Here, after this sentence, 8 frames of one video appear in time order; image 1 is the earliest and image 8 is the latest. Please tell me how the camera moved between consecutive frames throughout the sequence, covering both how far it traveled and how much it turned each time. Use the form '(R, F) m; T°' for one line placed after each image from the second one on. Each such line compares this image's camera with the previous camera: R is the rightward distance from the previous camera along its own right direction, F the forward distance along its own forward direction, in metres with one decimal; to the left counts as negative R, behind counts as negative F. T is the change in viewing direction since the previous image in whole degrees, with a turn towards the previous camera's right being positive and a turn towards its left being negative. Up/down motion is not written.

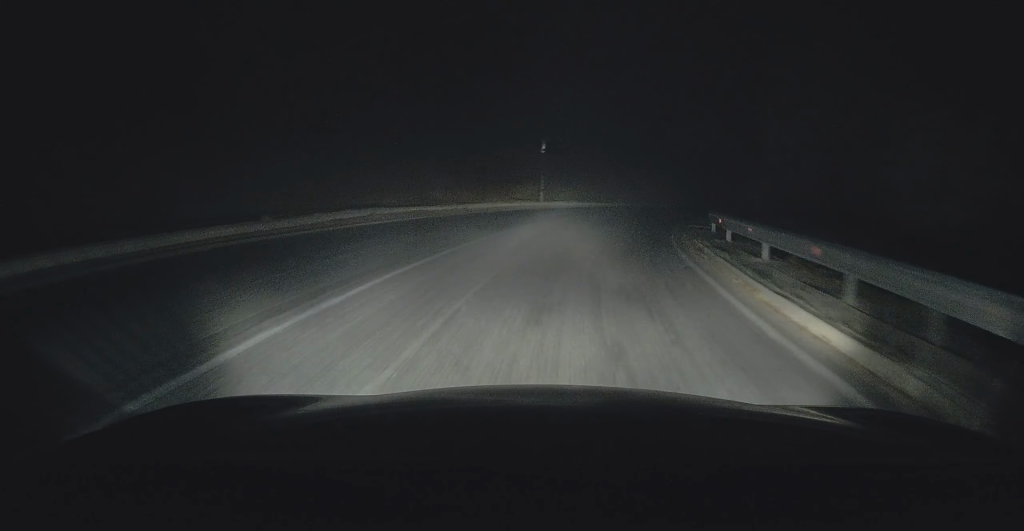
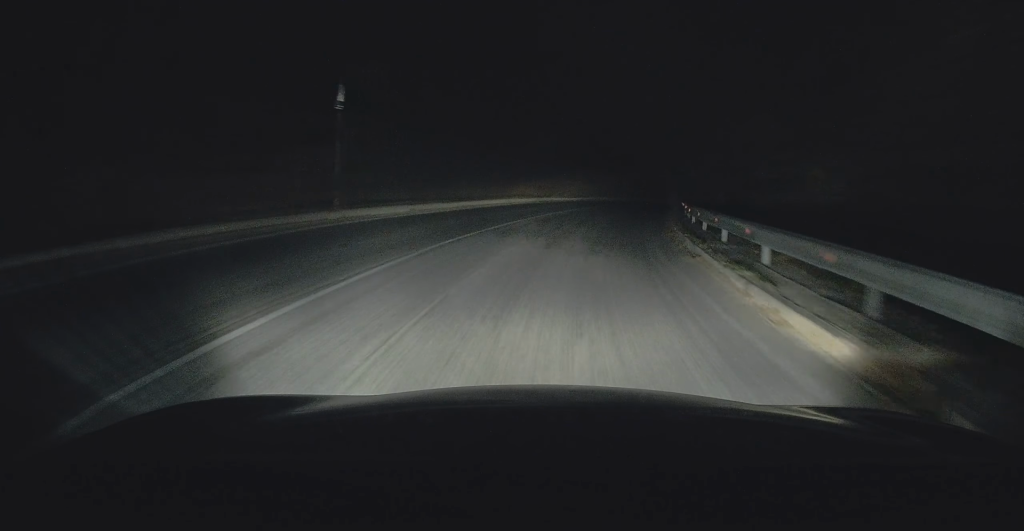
(+2.0, +17.1) m; +12°
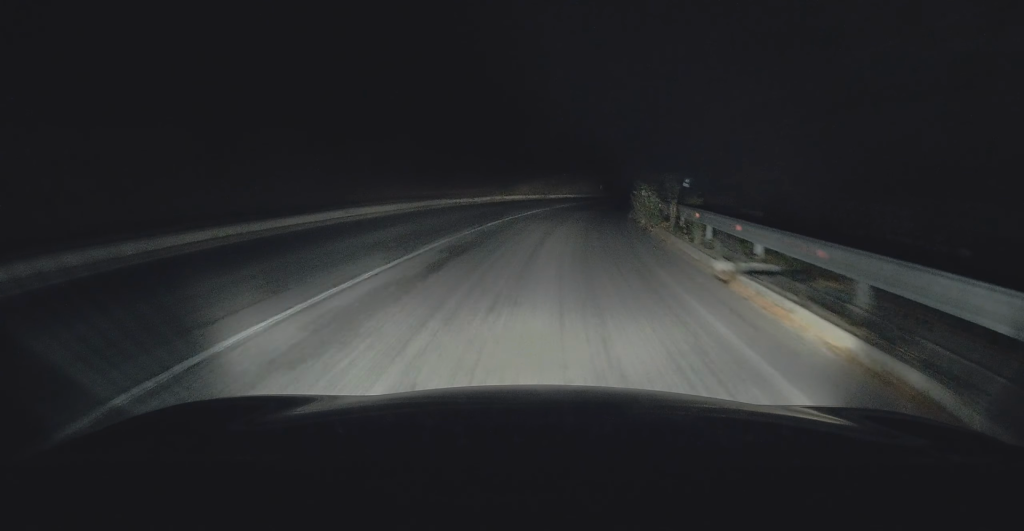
(+1.5, +16.3) m; +9°
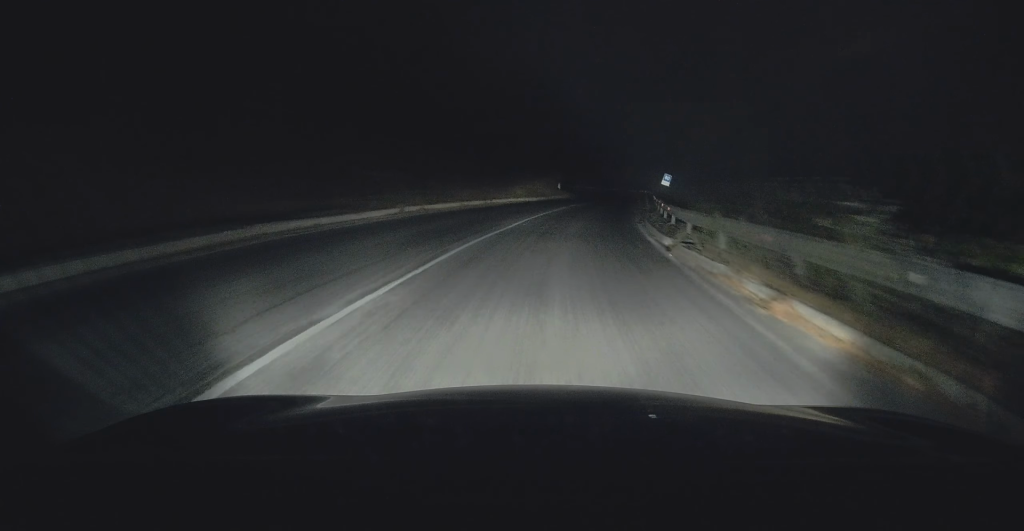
(+0.9, +14.4) m; +8°
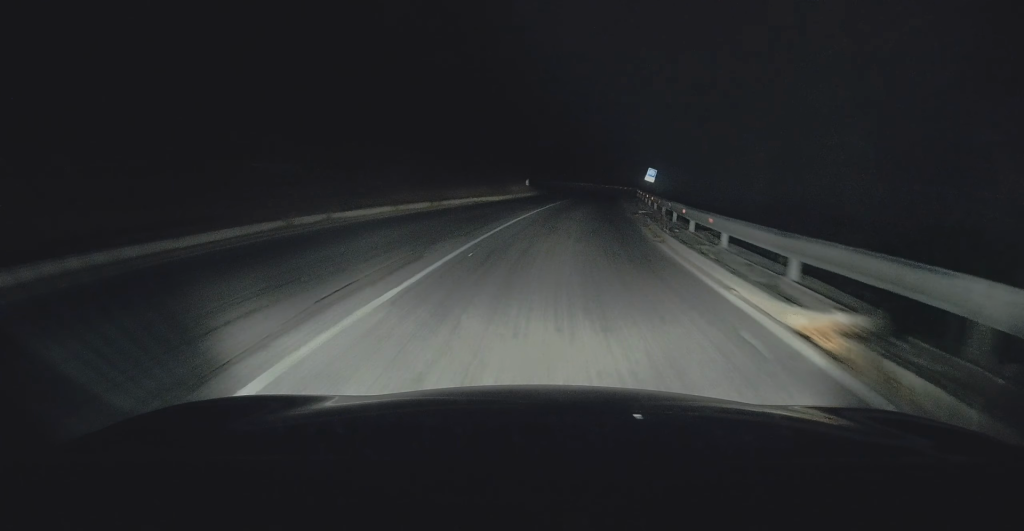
(+0.5, +8.1) m; +4°
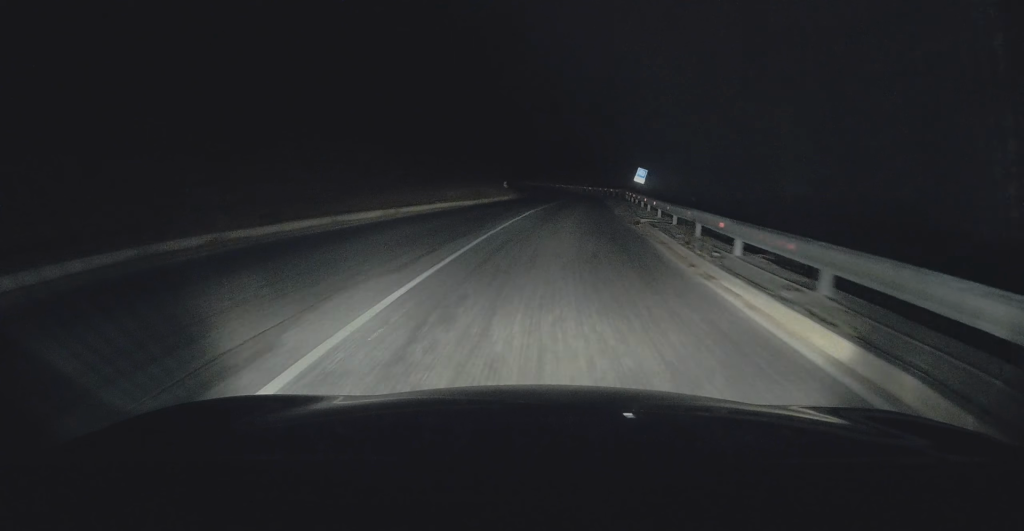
(+0.1, +5.0) m; +2°
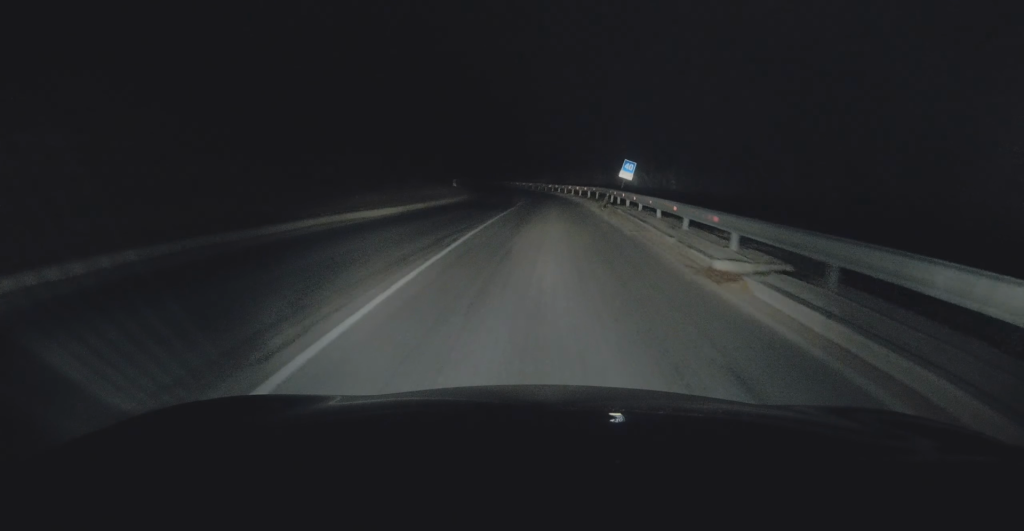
(+0.1, +11.6) m; +3°
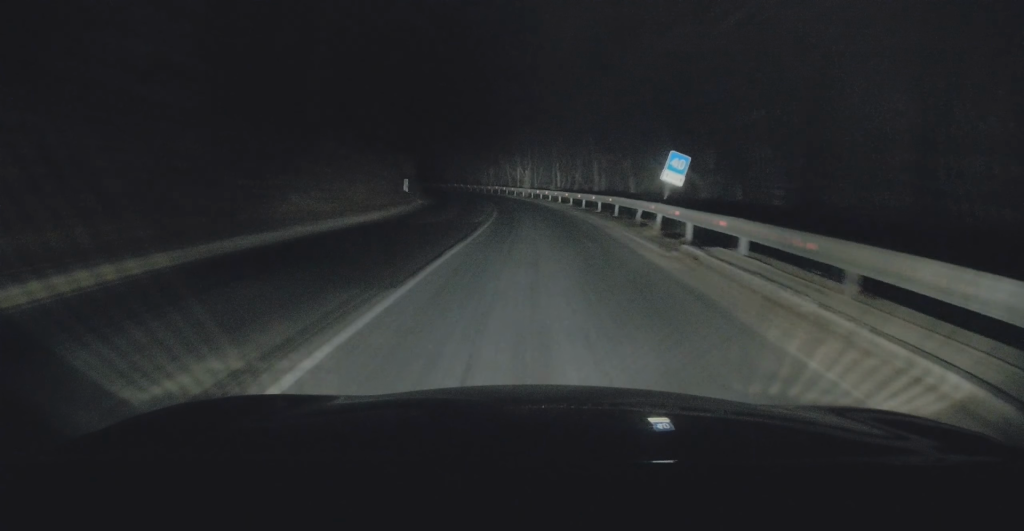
(+0.6, +15.5) m; +2°
